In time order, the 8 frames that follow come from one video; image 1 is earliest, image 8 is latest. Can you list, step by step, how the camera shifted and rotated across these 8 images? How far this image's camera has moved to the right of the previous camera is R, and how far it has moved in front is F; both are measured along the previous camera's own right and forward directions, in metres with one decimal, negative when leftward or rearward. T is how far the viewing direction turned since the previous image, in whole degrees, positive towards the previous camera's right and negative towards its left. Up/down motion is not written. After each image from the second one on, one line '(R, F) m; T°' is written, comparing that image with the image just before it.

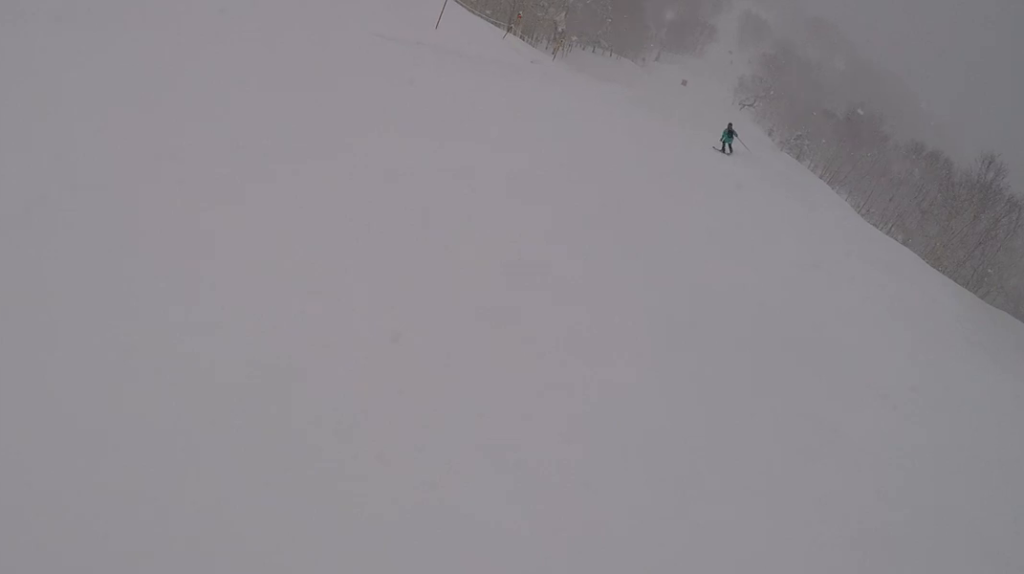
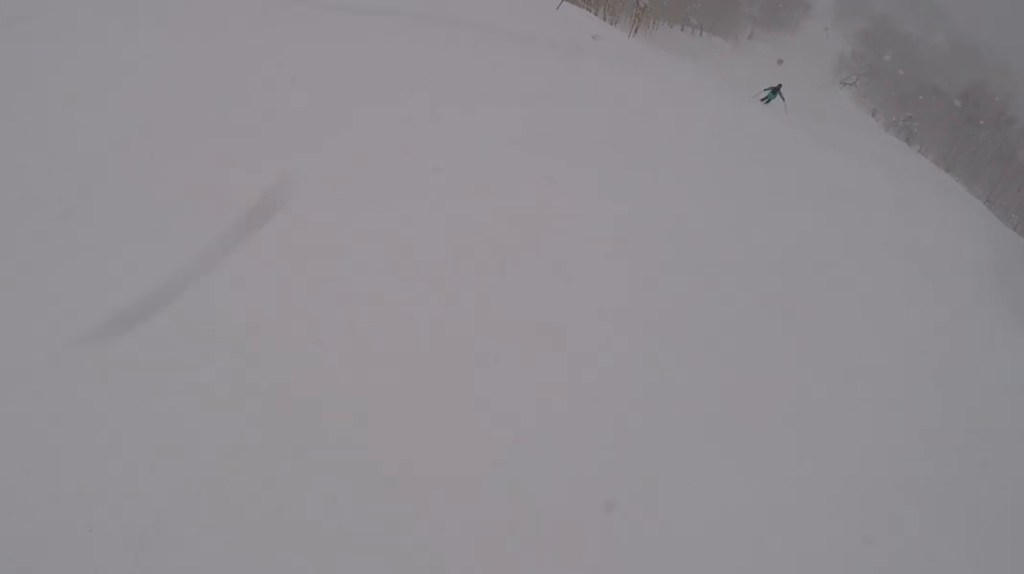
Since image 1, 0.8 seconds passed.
(-0.9, +5.5) m; -10°
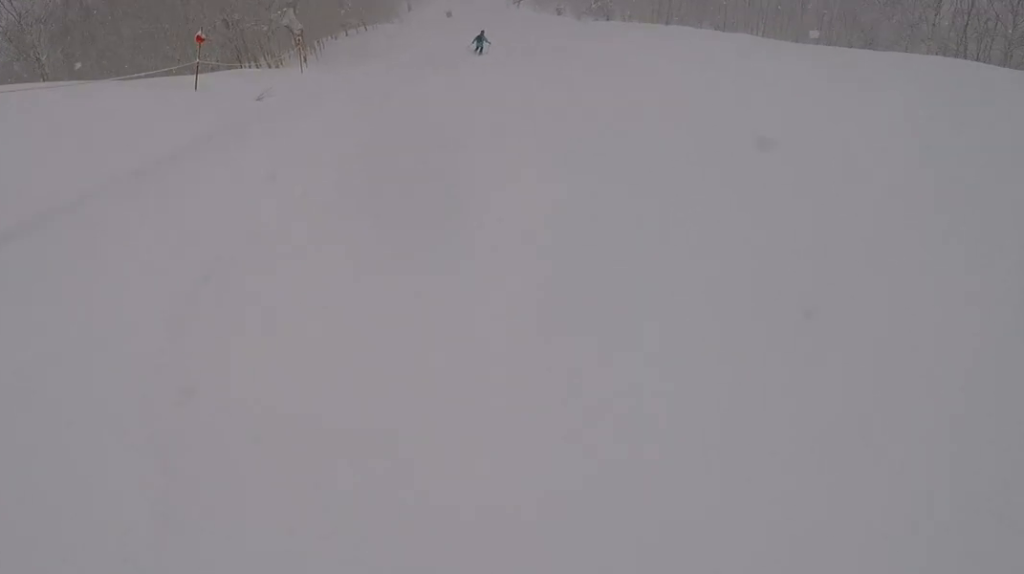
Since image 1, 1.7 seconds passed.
(-0.2, +5.8) m; +9°
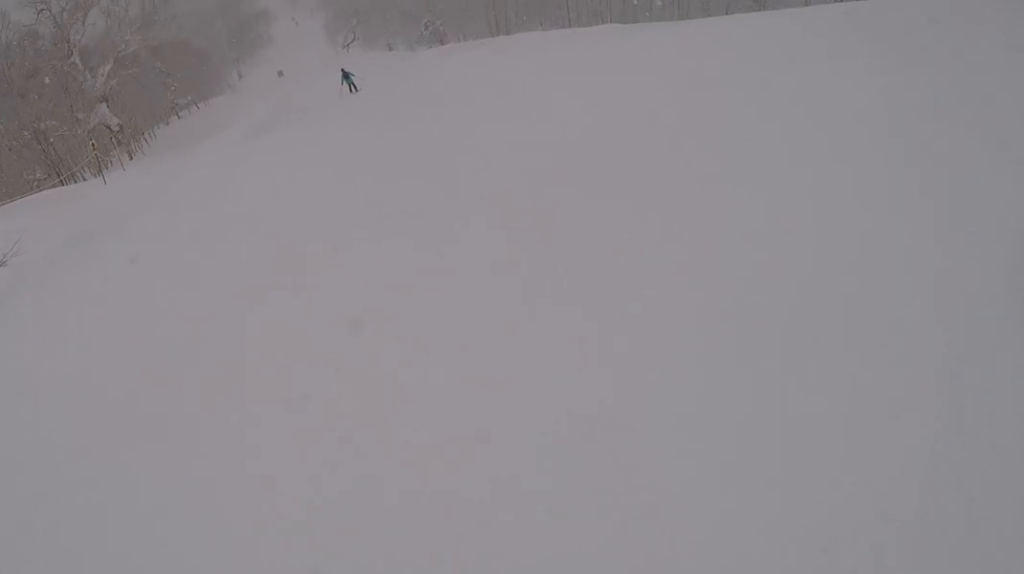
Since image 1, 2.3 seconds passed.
(+0.5, +4.1) m; +3°
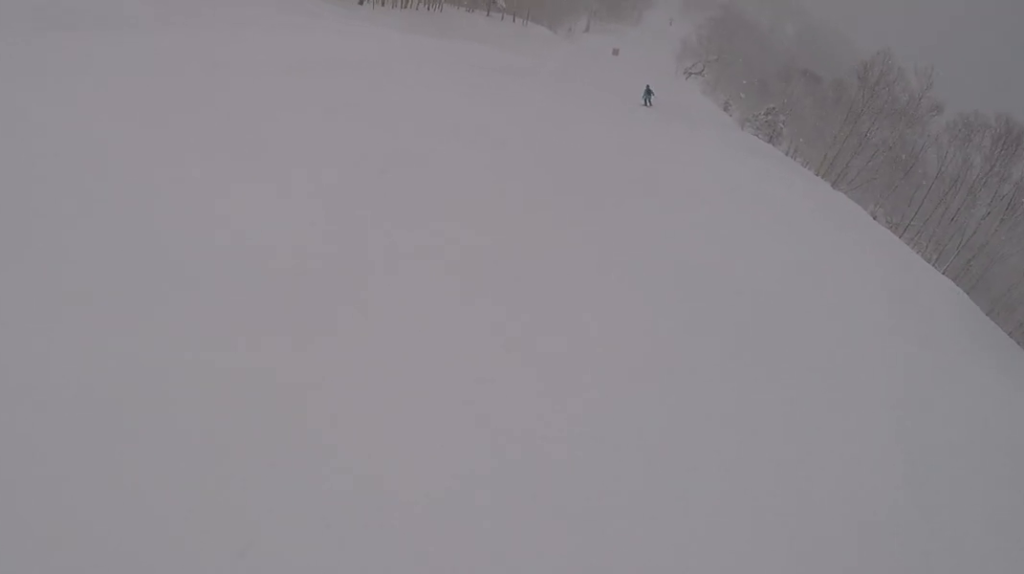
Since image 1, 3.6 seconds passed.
(-0.2, +8.7) m; -9°
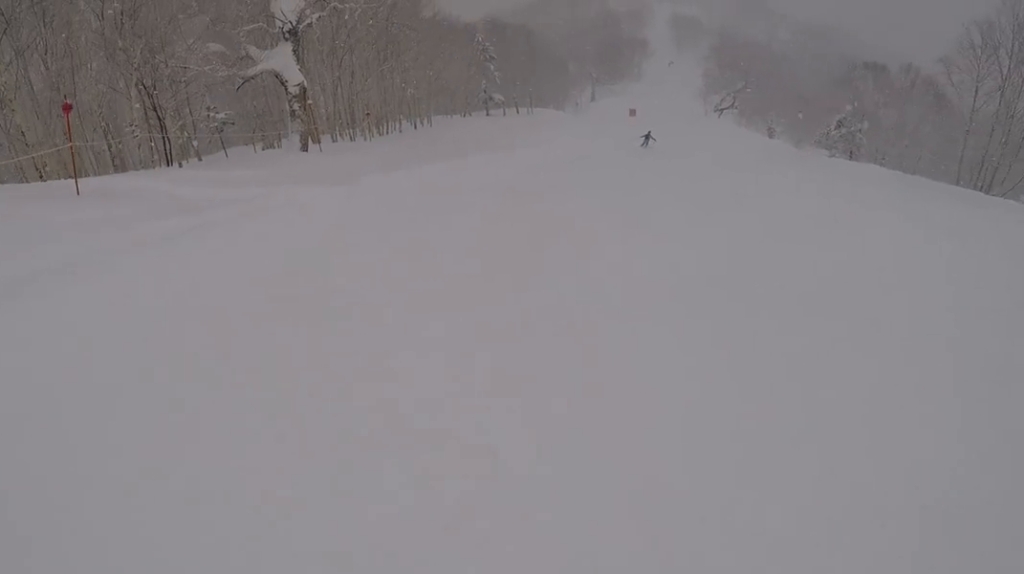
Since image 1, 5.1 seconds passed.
(-0.8, +11.1) m; -1°
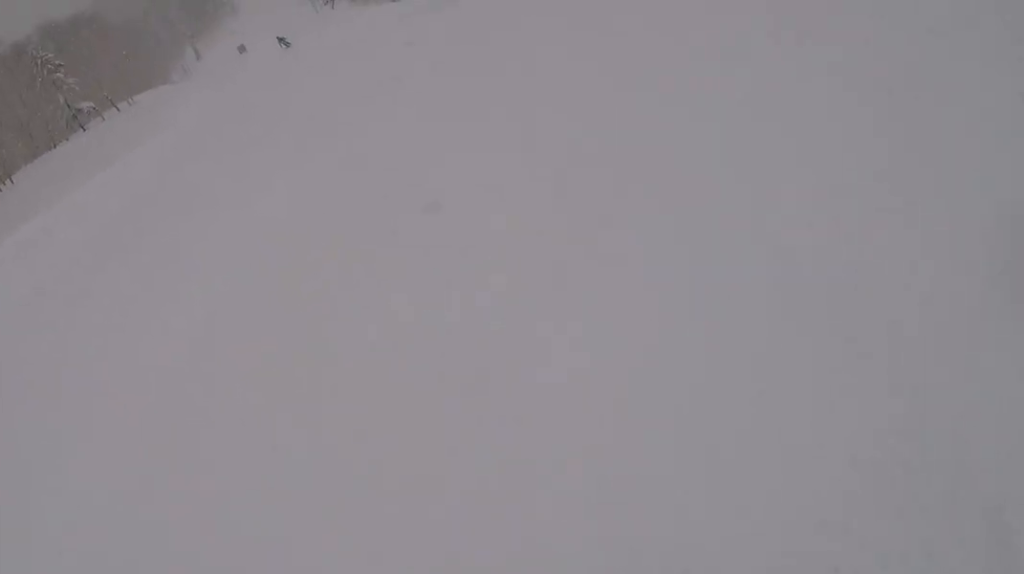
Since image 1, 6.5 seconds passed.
(+1.3, +9.6) m; +9°
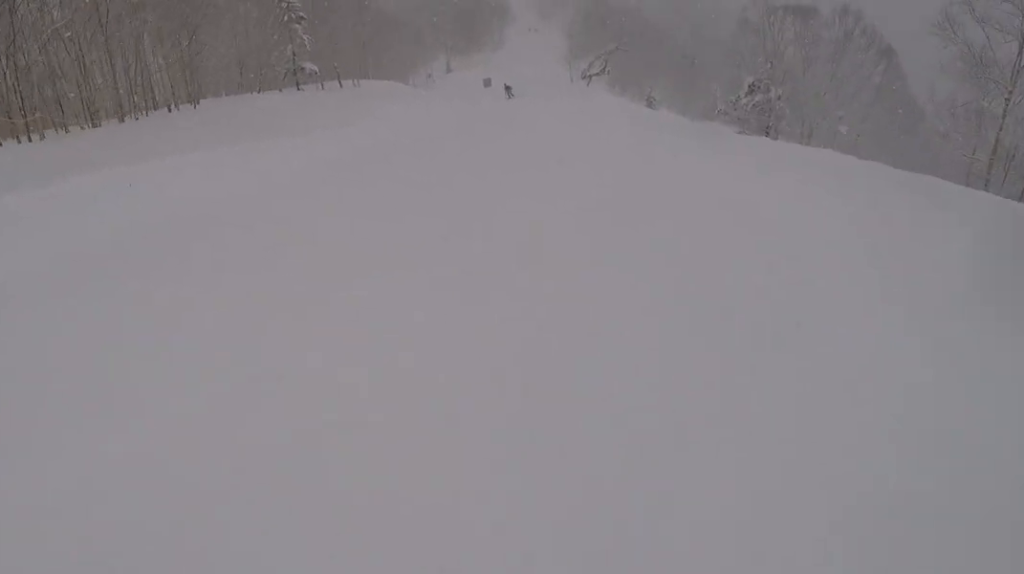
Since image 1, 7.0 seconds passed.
(+0.5, +3.8) m; -1°
